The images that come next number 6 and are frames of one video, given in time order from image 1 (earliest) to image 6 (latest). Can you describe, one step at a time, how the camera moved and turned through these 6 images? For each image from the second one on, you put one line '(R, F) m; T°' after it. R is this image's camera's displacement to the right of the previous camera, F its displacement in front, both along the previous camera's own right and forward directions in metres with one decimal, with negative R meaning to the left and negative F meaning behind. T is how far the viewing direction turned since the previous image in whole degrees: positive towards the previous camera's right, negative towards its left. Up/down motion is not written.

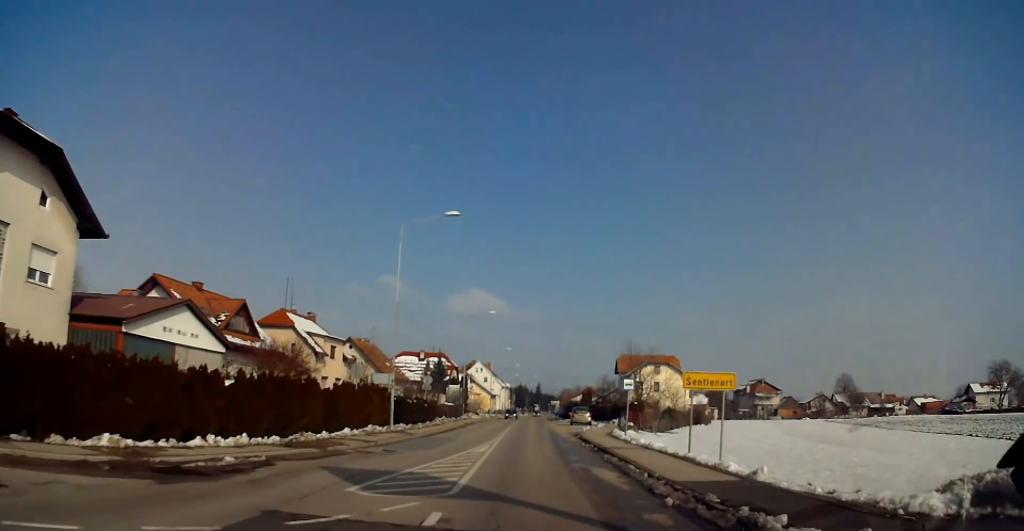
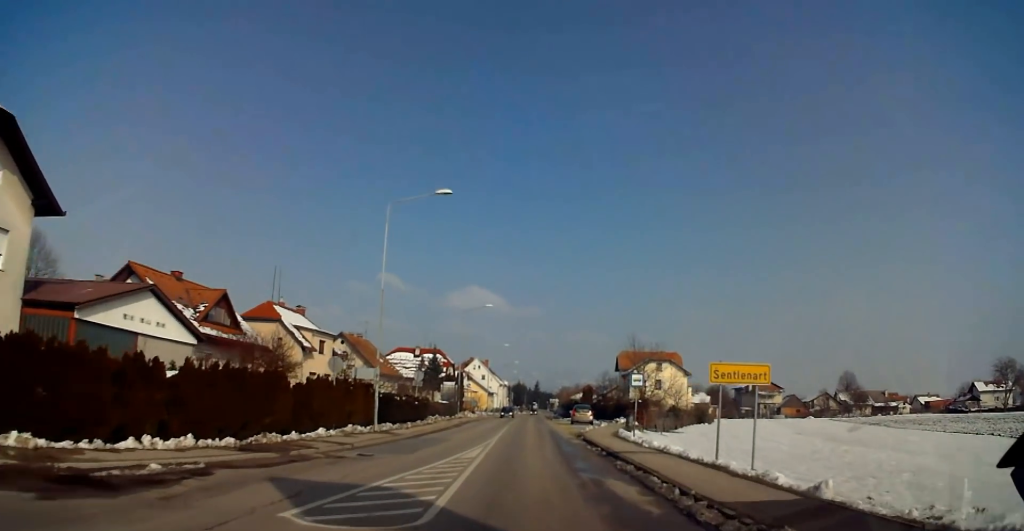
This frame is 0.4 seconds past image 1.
(-0.1, +3.1) m; -1°
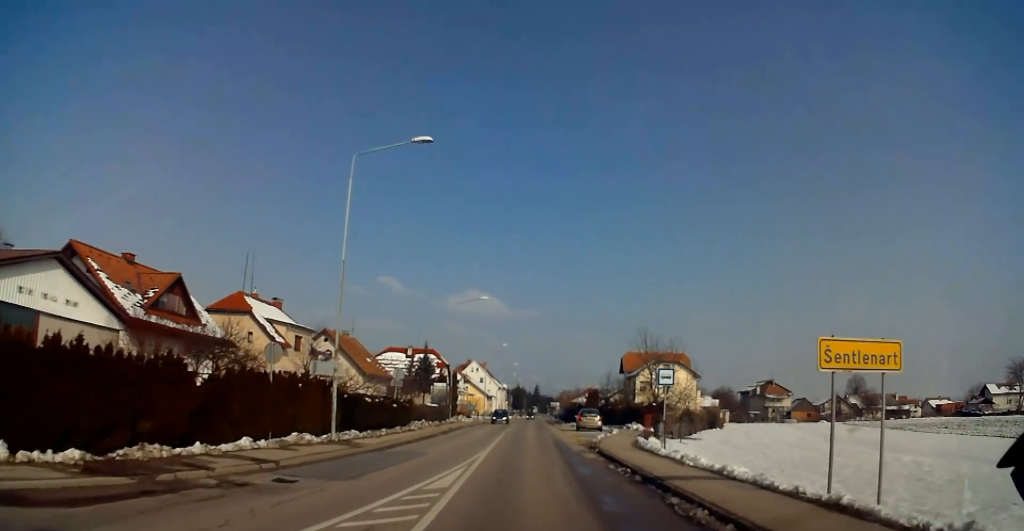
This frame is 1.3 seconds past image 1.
(-0.3, +6.5) m; -2°
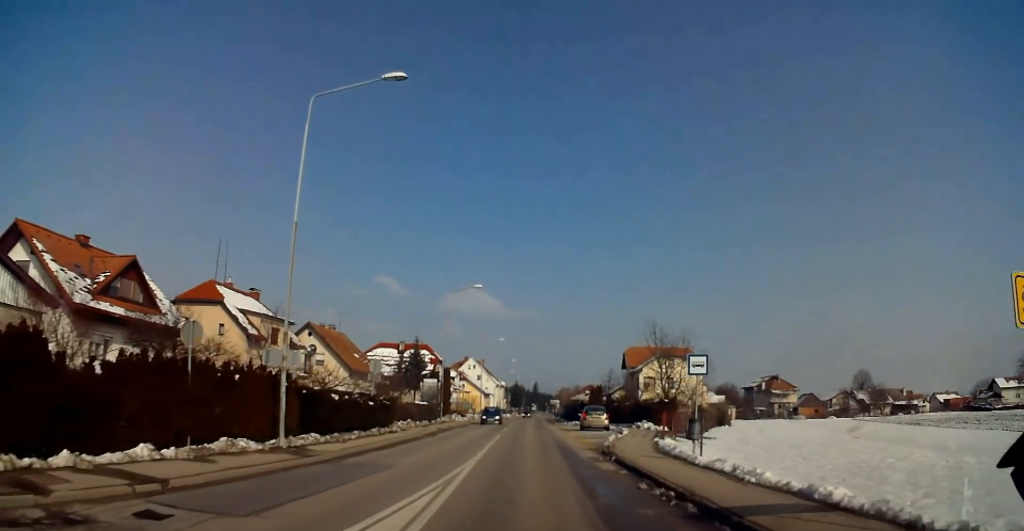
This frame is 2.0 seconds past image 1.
(0.0, +4.8) m; +2°
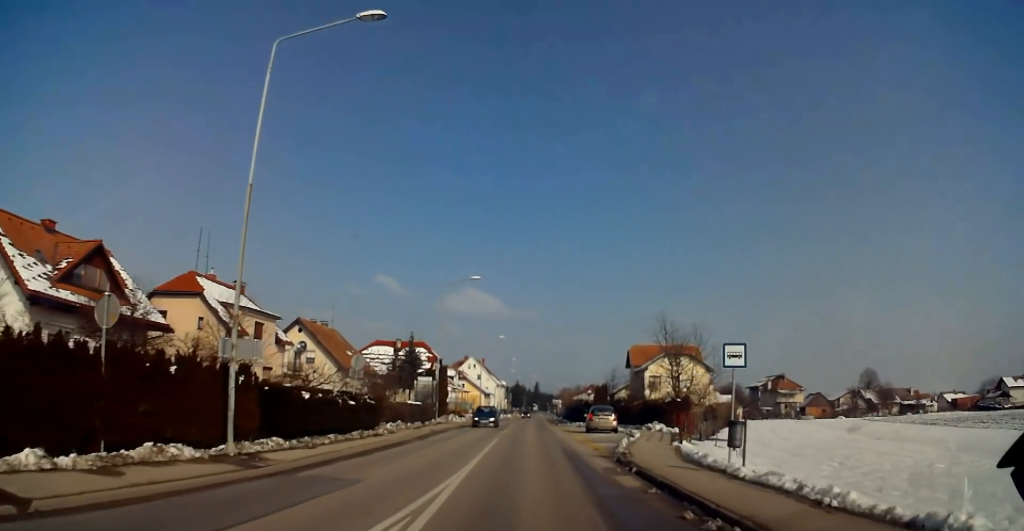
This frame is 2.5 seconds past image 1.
(+0.1, +3.4) m; +1°
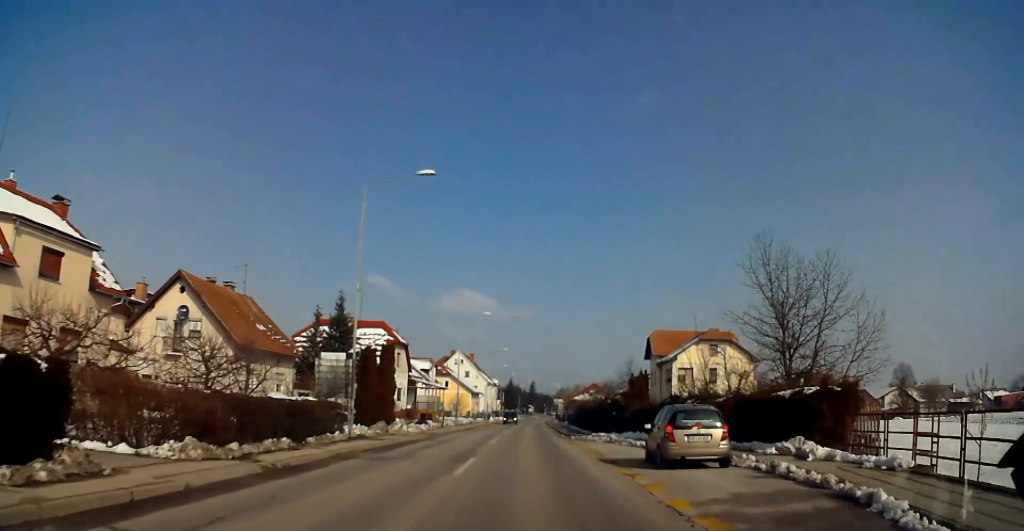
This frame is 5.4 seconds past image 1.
(-0.4, +22.1) m; -1°
